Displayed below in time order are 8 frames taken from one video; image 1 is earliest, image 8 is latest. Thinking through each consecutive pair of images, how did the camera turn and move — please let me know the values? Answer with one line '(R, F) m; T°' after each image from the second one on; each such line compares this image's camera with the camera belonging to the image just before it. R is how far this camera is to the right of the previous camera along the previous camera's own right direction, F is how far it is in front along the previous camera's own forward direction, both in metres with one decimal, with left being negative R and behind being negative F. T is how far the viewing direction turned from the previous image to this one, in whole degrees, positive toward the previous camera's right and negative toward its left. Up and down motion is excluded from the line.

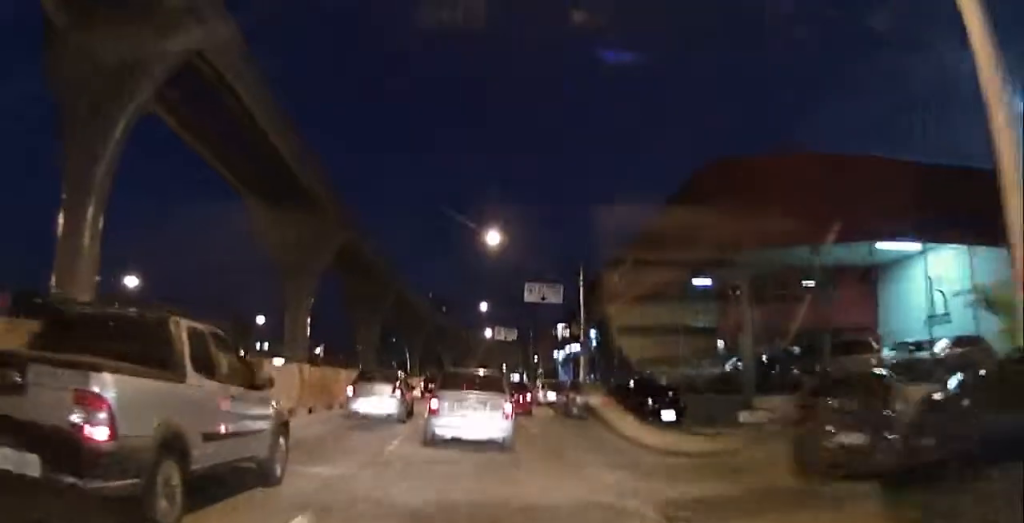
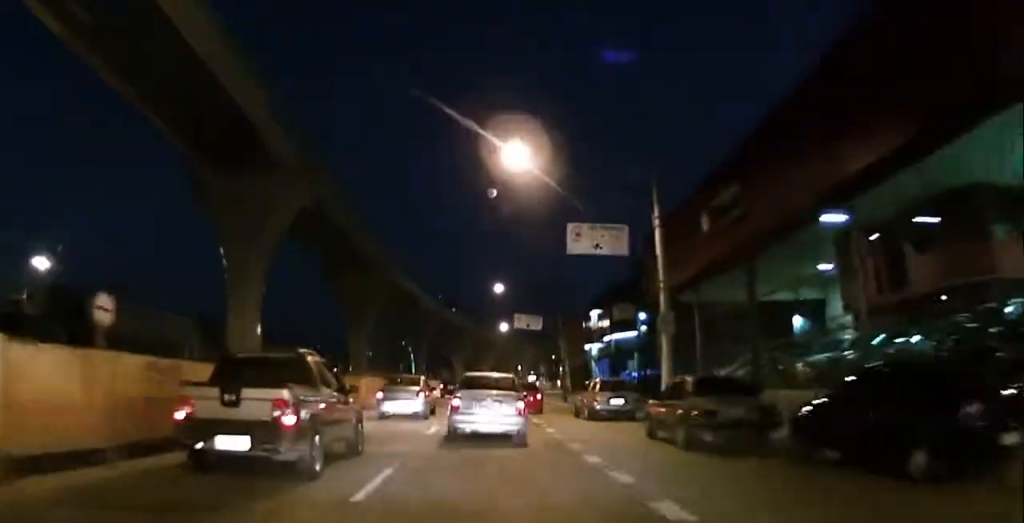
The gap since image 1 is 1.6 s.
(+0.2, +13.6) m; +3°
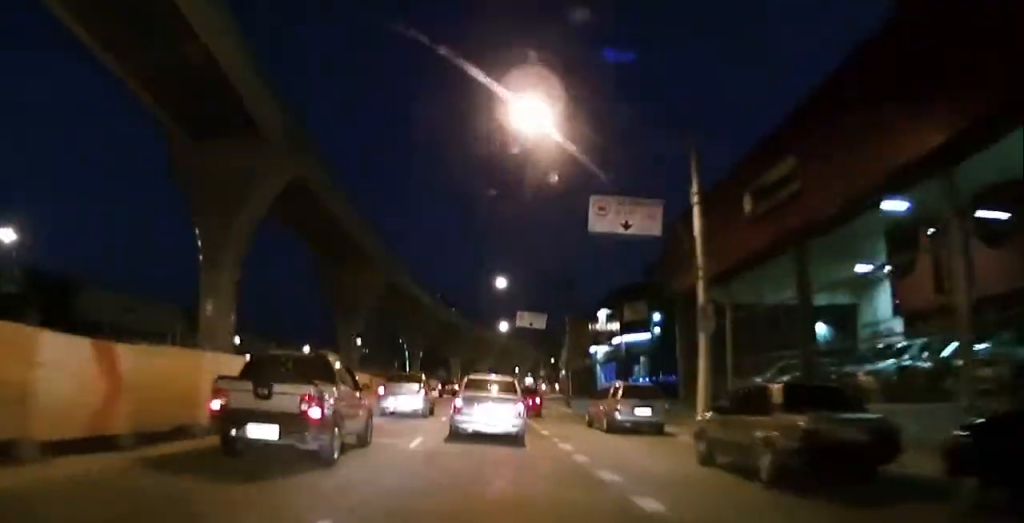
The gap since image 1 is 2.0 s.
(0.0, +3.9) m; 0°
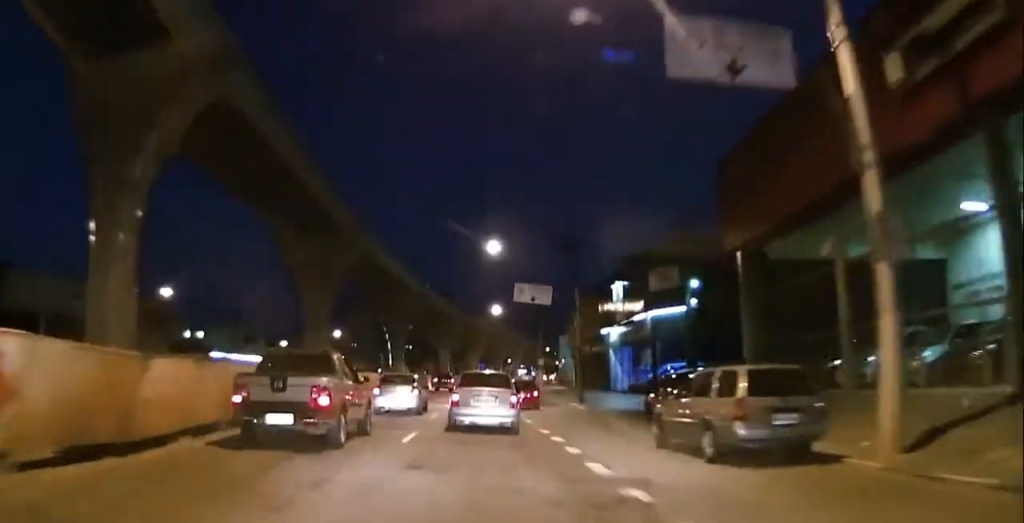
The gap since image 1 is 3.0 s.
(0.0, +8.8) m; 0°
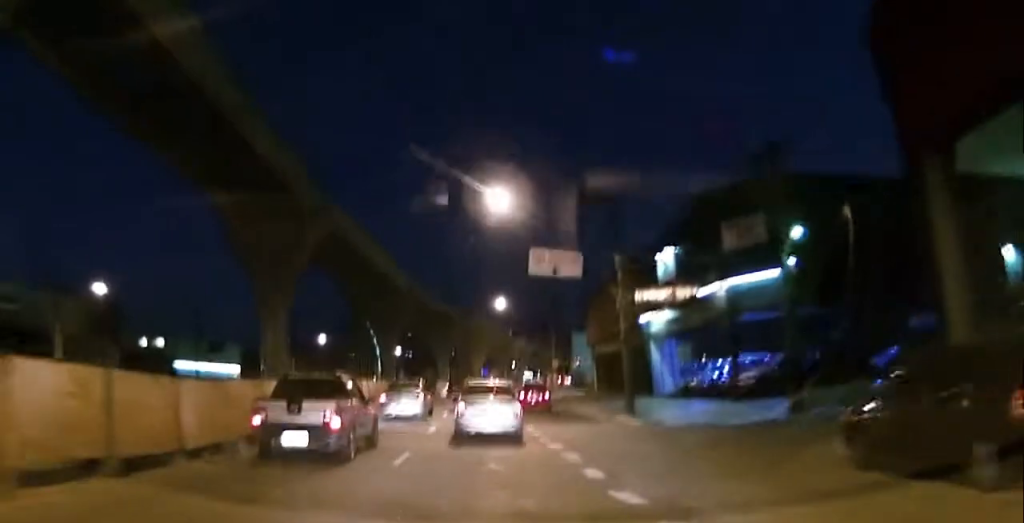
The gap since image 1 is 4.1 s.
(-0.1, +10.9) m; -1°
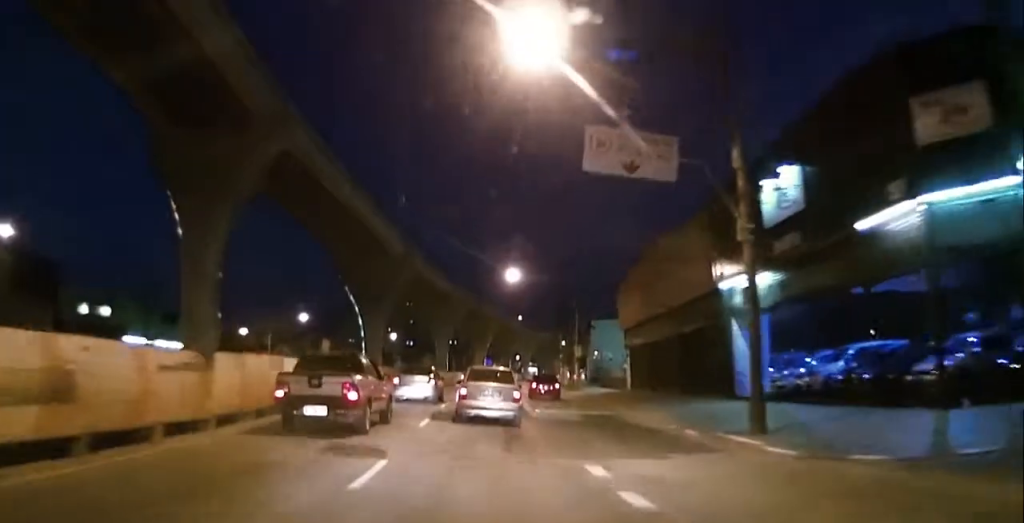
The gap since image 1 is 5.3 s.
(-0.1, +11.9) m; 0°
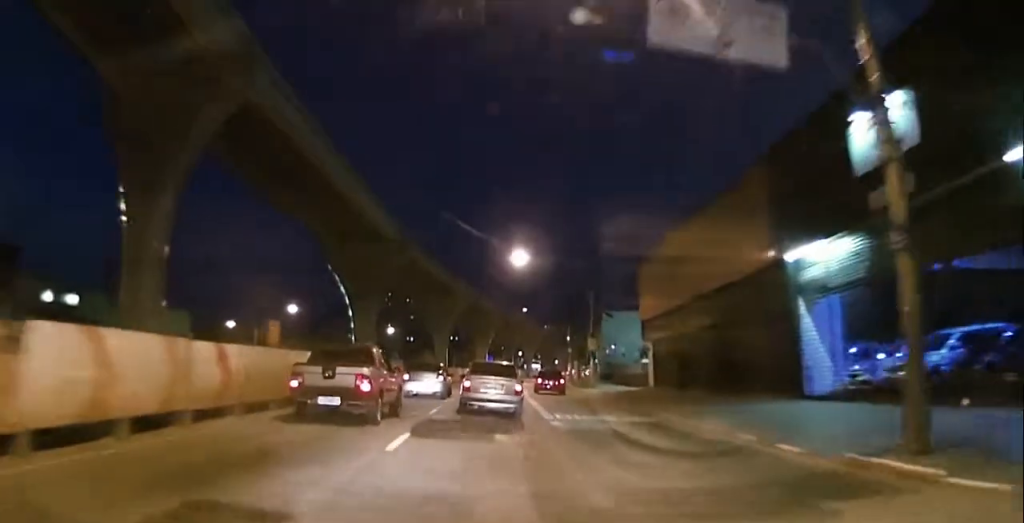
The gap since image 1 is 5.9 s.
(0.0, +5.6) m; -1°
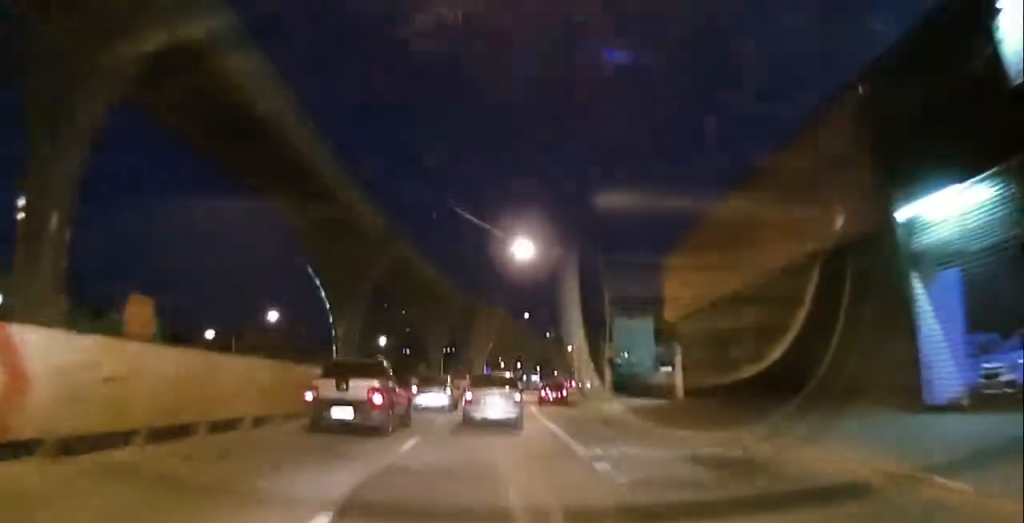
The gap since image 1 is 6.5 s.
(+0.1, +6.3) m; -2°
